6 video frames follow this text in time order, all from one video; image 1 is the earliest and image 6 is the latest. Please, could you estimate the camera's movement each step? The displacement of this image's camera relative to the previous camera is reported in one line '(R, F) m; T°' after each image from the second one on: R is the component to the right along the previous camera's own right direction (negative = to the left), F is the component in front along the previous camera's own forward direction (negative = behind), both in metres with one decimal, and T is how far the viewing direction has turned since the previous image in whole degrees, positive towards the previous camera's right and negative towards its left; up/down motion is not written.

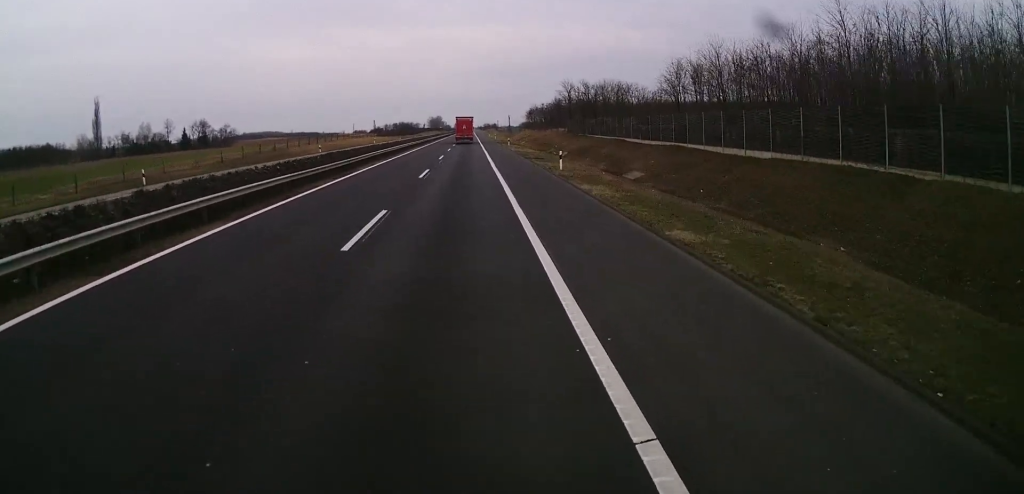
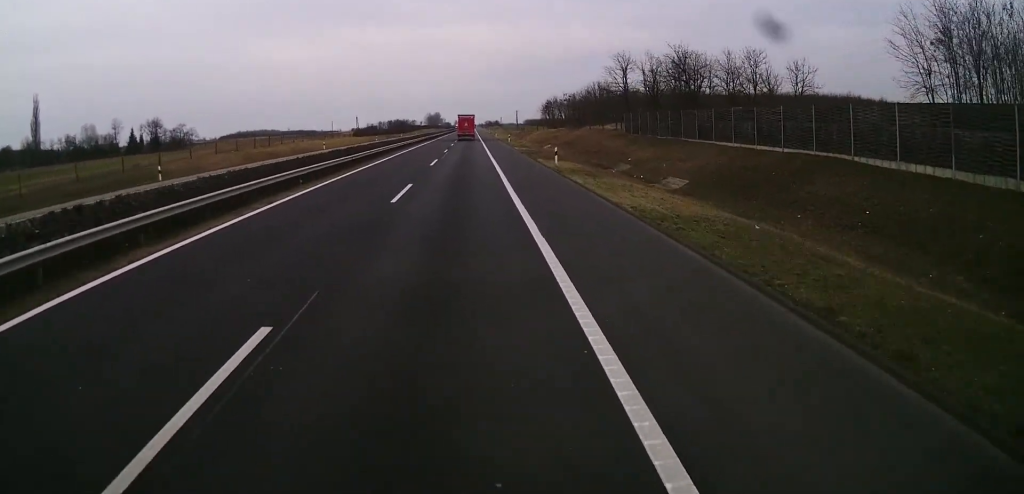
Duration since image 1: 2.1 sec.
(-0.1, +47.8) m; 0°
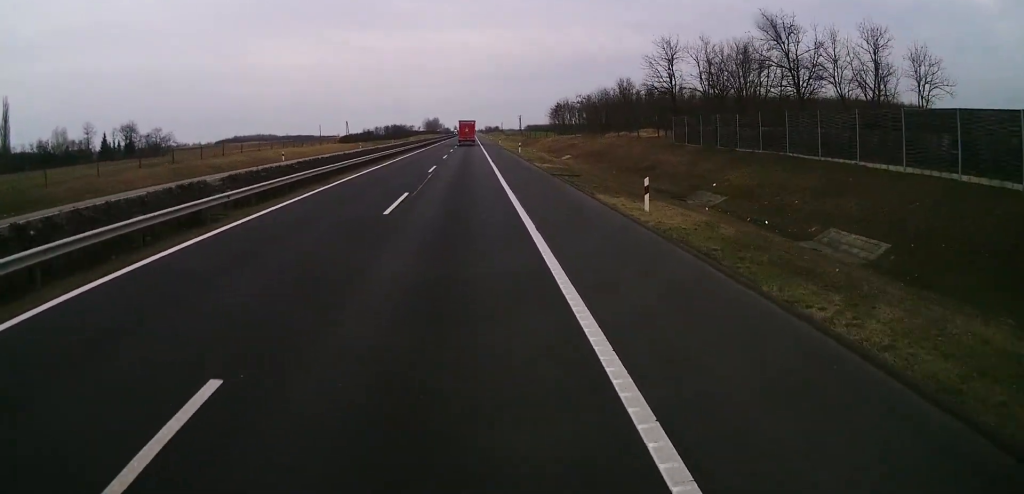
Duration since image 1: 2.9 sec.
(-0.2, +20.1) m; 0°
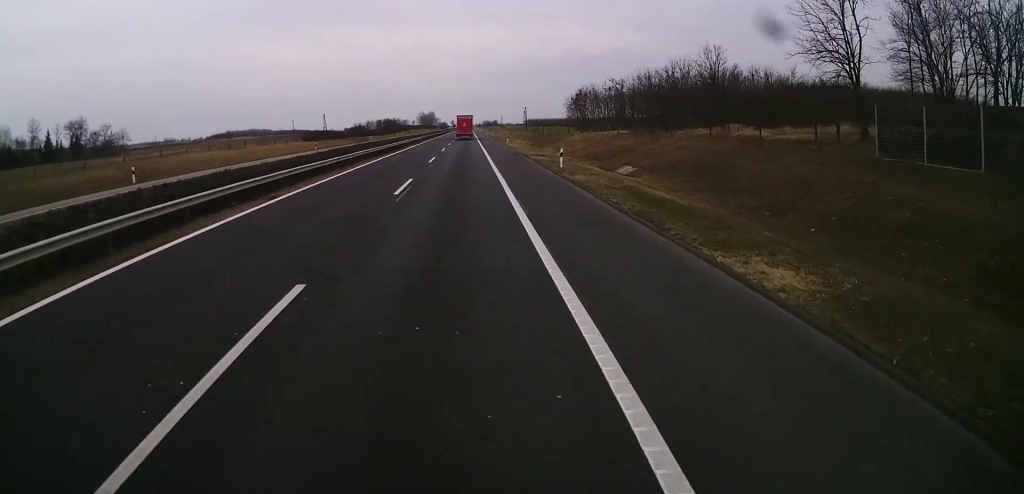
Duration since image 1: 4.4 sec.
(+0.1, +33.1) m; +1°
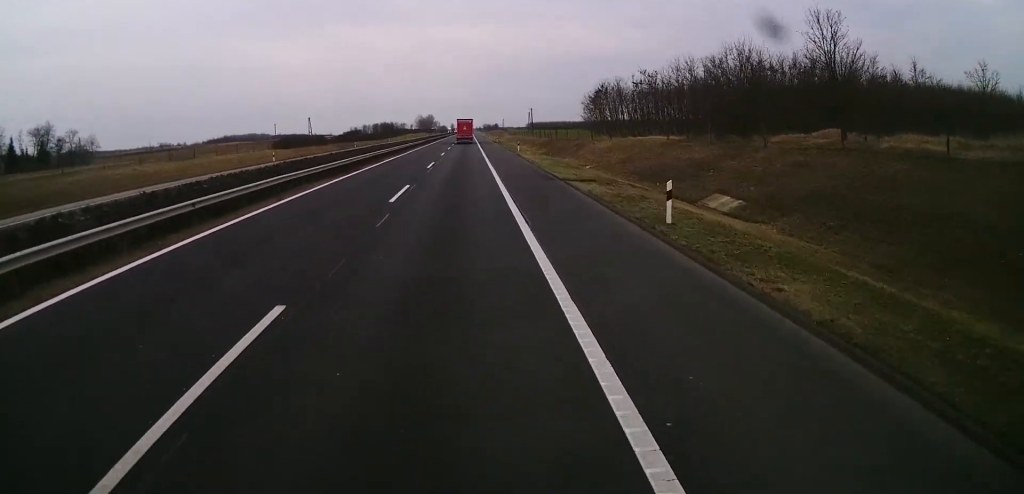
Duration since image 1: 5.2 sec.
(+0.2, +19.3) m; 0°
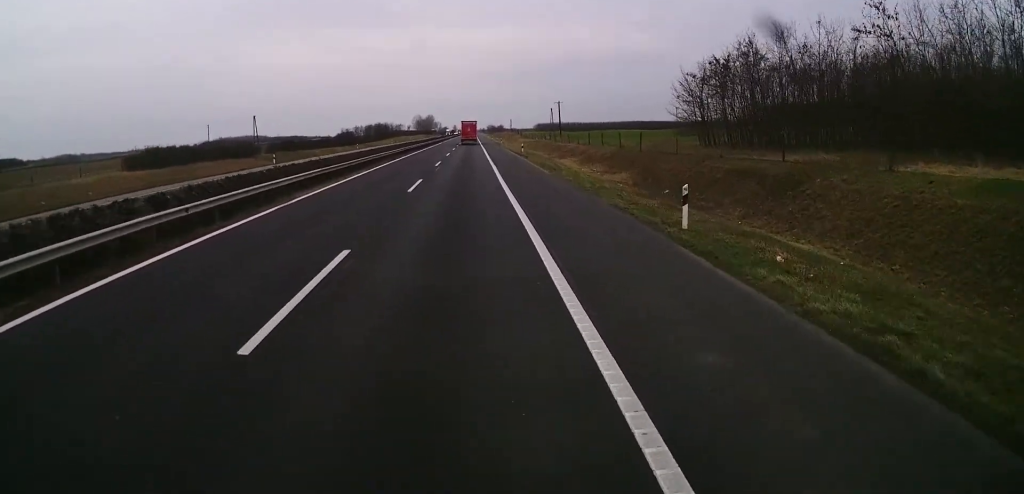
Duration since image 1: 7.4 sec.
(-0.6, +50.8) m; -1°
